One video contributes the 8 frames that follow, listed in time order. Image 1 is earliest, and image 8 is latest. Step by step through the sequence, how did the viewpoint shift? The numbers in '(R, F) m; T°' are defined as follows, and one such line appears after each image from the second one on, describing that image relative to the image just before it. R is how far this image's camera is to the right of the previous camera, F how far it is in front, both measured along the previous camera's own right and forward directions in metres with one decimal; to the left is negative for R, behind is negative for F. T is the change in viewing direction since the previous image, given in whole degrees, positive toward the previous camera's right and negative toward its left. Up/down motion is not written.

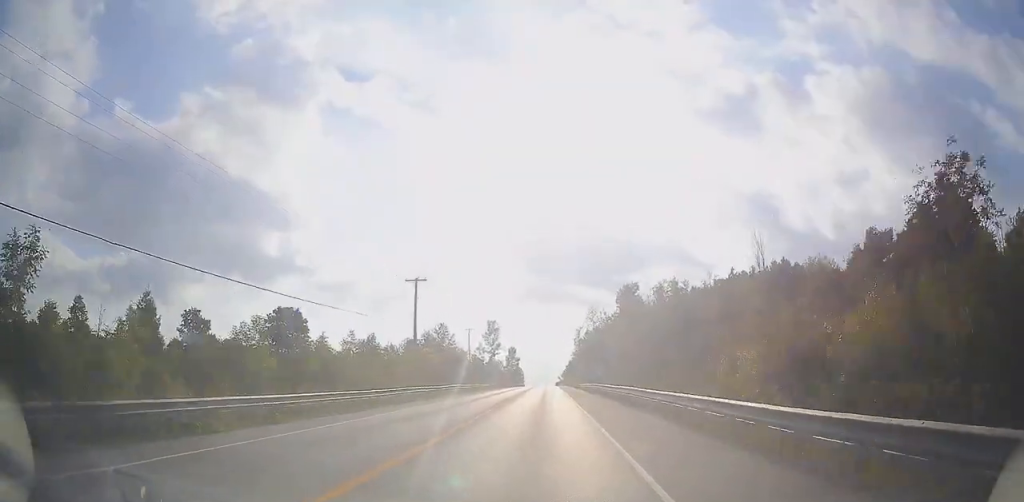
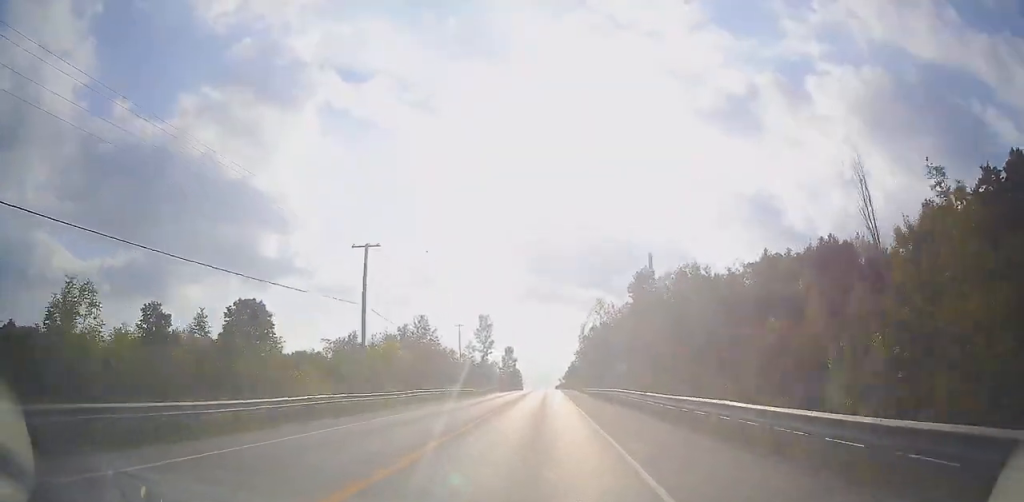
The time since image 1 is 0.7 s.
(0.0, +13.6) m; +1°
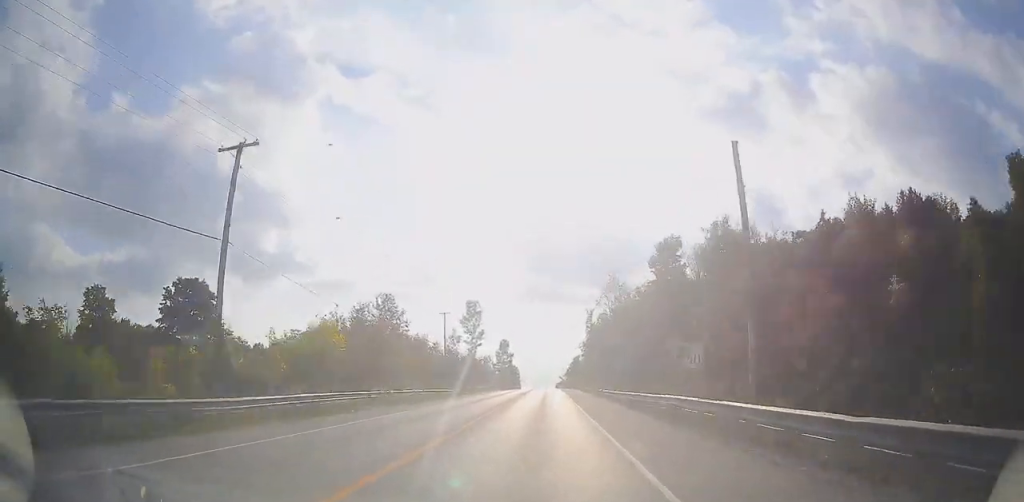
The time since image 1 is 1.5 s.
(+0.4, +15.8) m; 0°
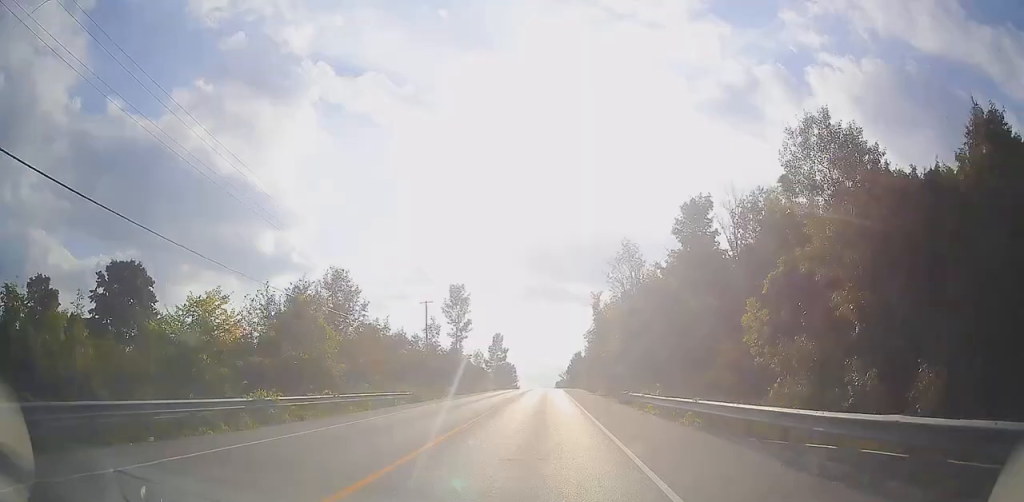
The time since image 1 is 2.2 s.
(-0.3, +12.5) m; -1°
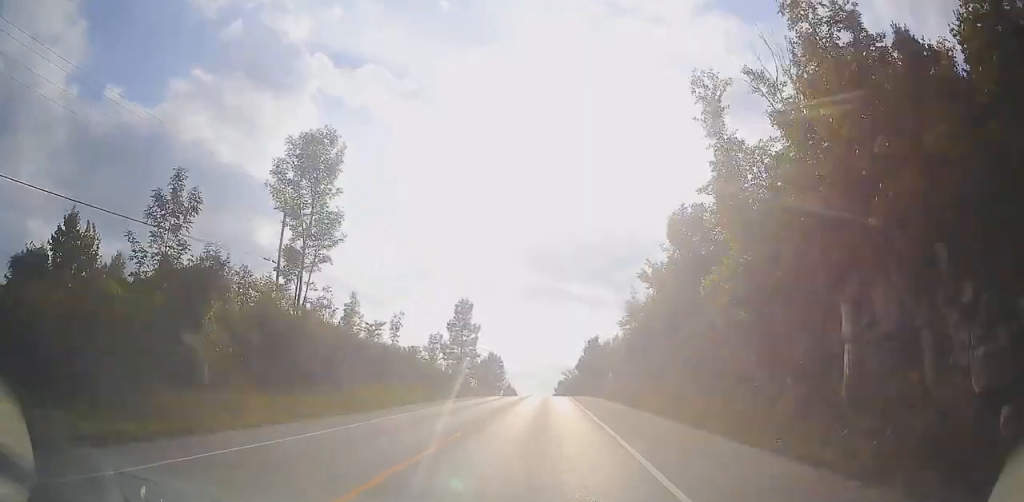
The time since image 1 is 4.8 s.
(0.0, +46.9) m; +1°
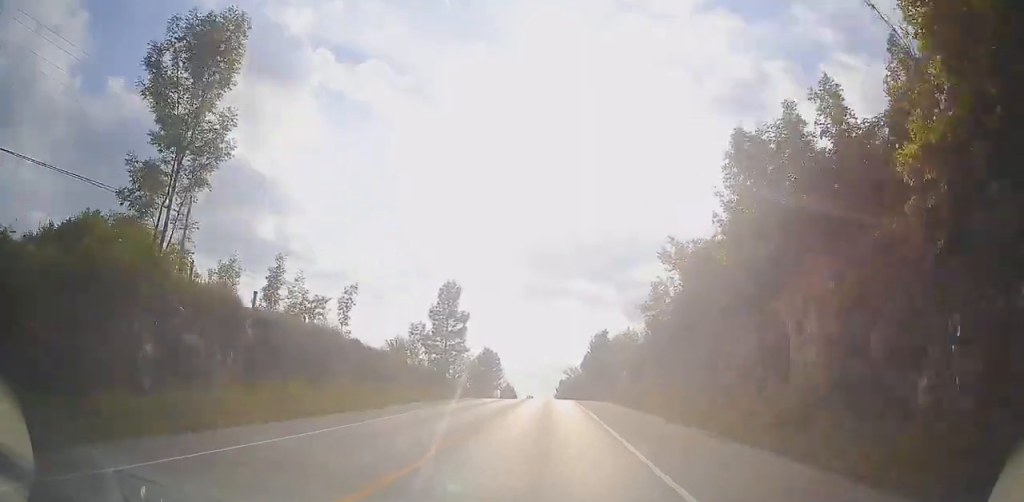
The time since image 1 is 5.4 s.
(0.0, +10.7) m; 0°
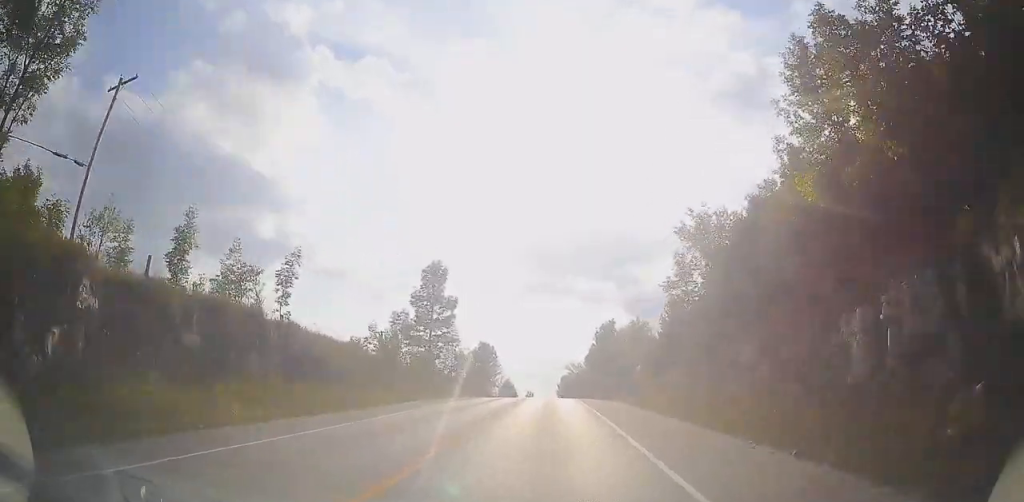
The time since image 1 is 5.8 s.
(0.0, +8.3) m; 0°
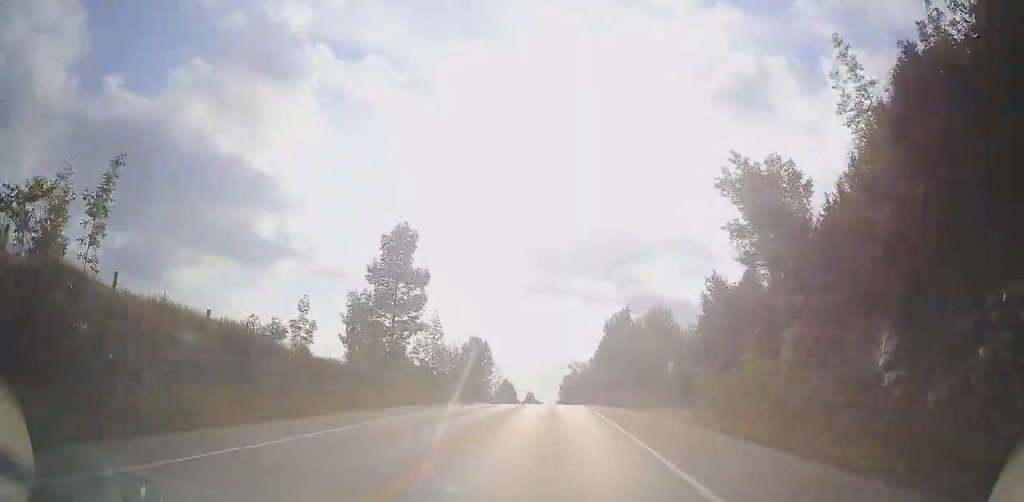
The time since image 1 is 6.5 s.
(+0.1, +11.8) m; -1°
